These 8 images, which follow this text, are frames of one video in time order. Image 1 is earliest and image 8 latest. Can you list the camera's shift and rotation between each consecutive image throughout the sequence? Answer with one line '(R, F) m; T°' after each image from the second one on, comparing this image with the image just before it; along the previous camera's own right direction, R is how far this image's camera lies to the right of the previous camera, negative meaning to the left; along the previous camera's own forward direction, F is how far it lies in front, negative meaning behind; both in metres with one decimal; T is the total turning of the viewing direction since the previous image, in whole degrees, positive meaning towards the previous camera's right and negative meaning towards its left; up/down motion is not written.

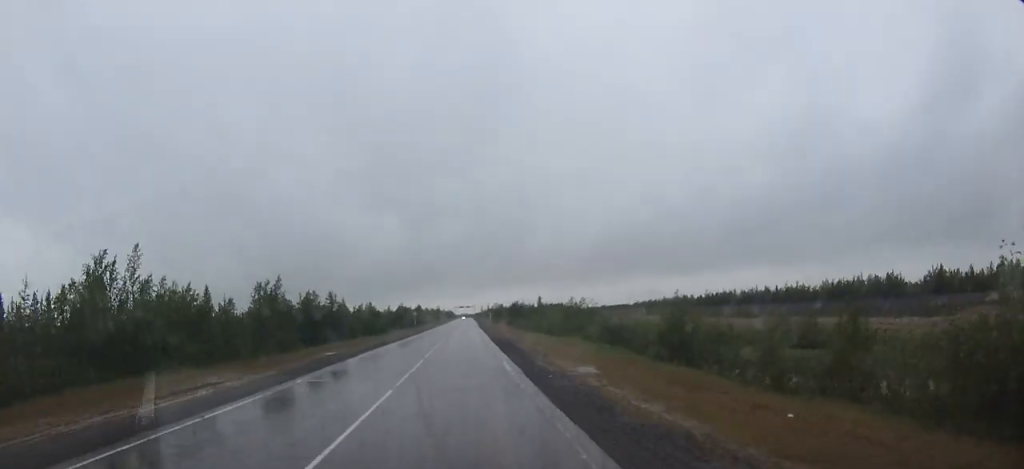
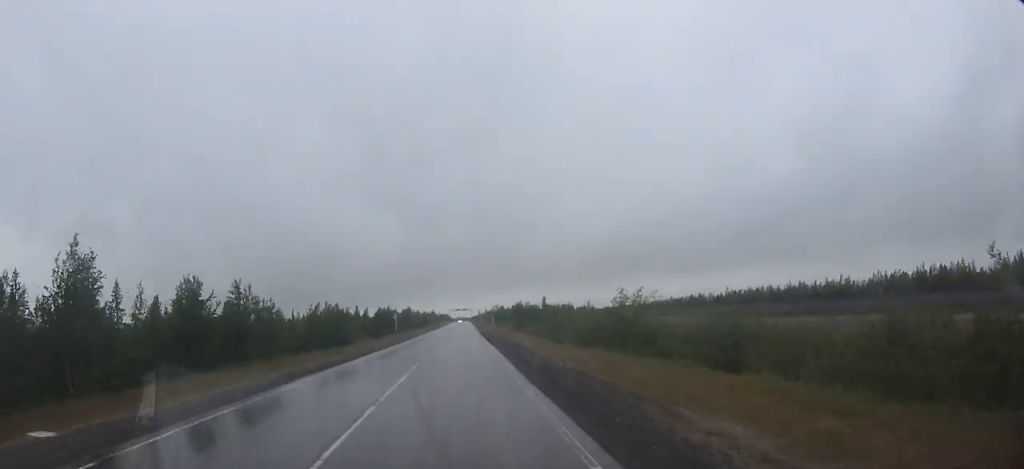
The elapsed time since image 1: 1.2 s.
(0.0, +27.2) m; 0°
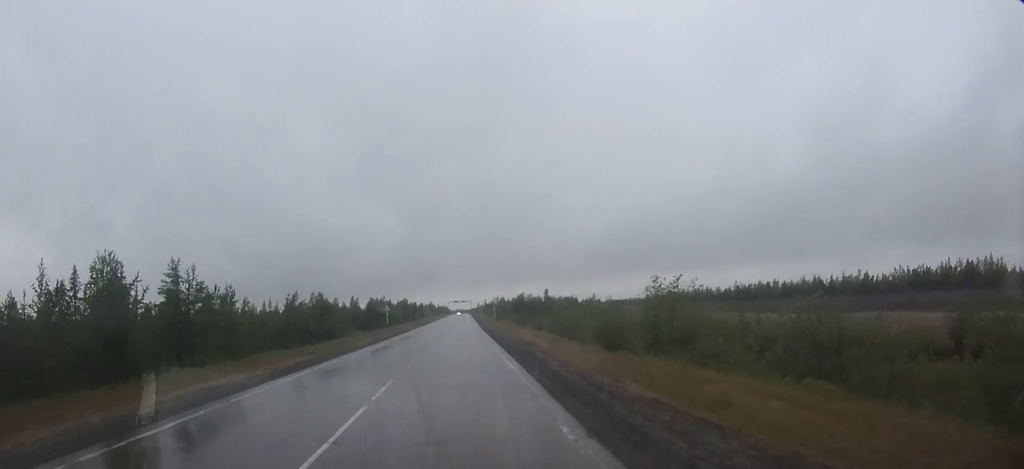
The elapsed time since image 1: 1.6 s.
(0.0, +9.3) m; 0°
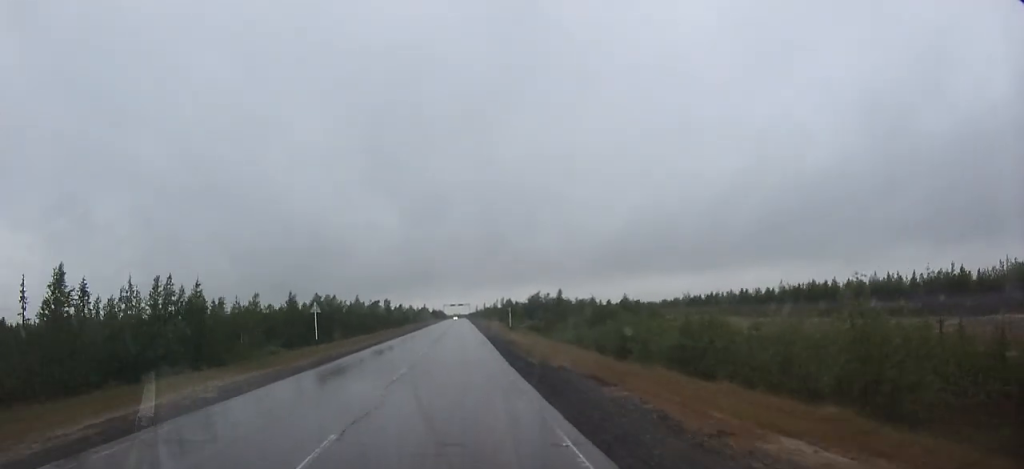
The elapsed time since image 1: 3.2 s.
(+0.1, +39.1) m; 0°
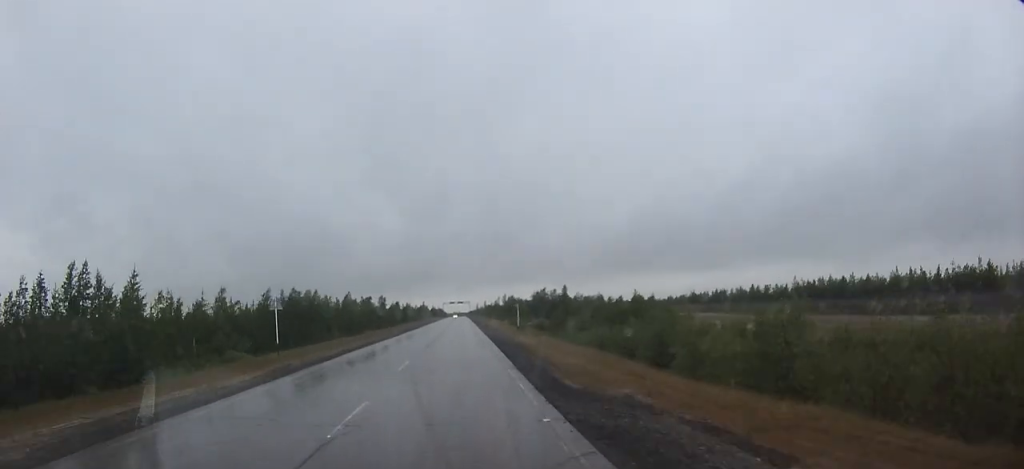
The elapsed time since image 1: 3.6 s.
(0.0, +9.4) m; 0°
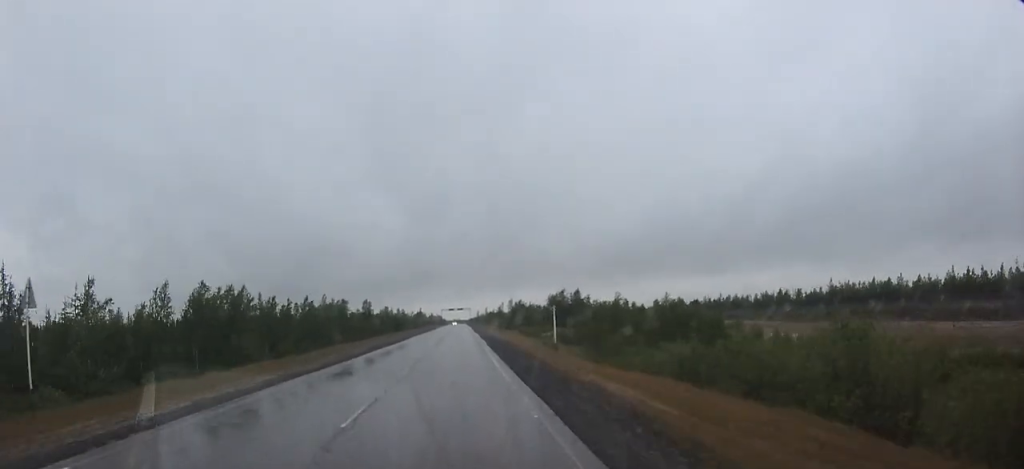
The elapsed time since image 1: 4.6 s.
(0.0, +21.9) m; 0°
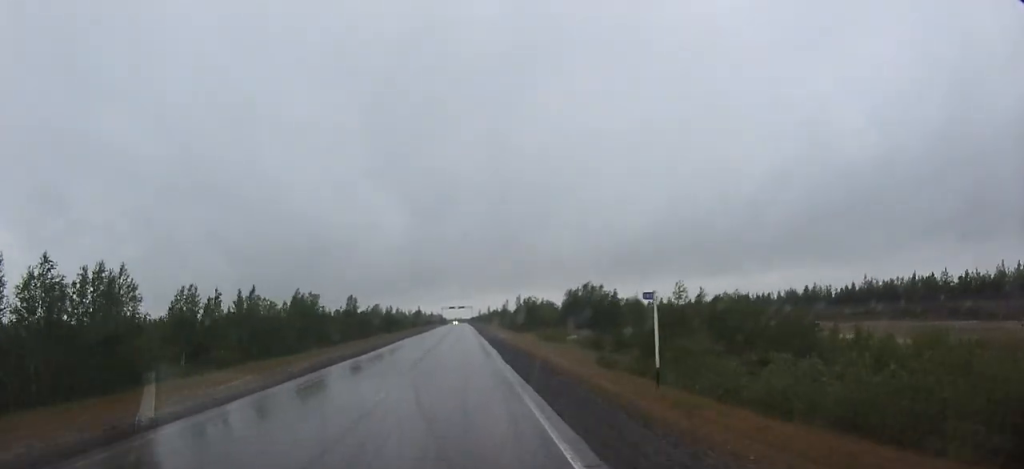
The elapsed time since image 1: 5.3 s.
(0.0, +17.2) m; 0°
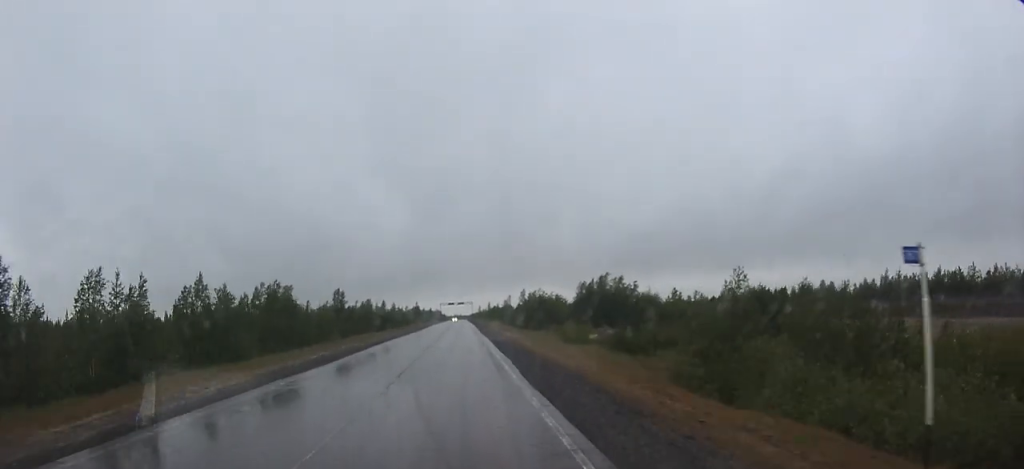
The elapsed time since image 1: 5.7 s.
(0.0, +10.1) m; 0°
